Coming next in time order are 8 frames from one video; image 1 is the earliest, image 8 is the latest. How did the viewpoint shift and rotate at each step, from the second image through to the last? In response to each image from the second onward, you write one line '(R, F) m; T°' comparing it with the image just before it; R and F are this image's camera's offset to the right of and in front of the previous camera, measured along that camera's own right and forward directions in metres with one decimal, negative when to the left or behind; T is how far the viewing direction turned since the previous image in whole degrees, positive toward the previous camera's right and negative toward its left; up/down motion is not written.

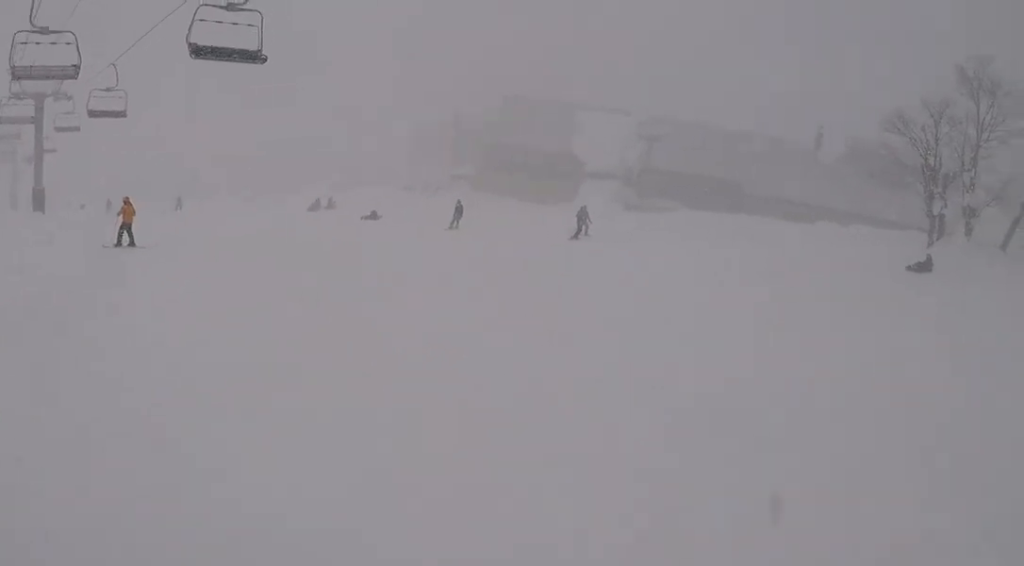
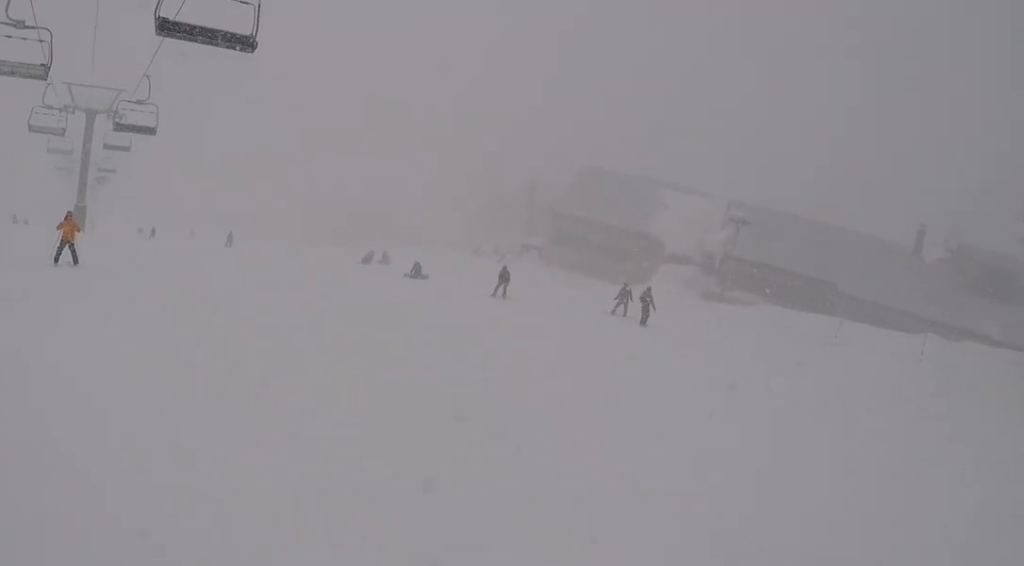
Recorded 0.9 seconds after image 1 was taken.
(+0.5, +5.3) m; +3°
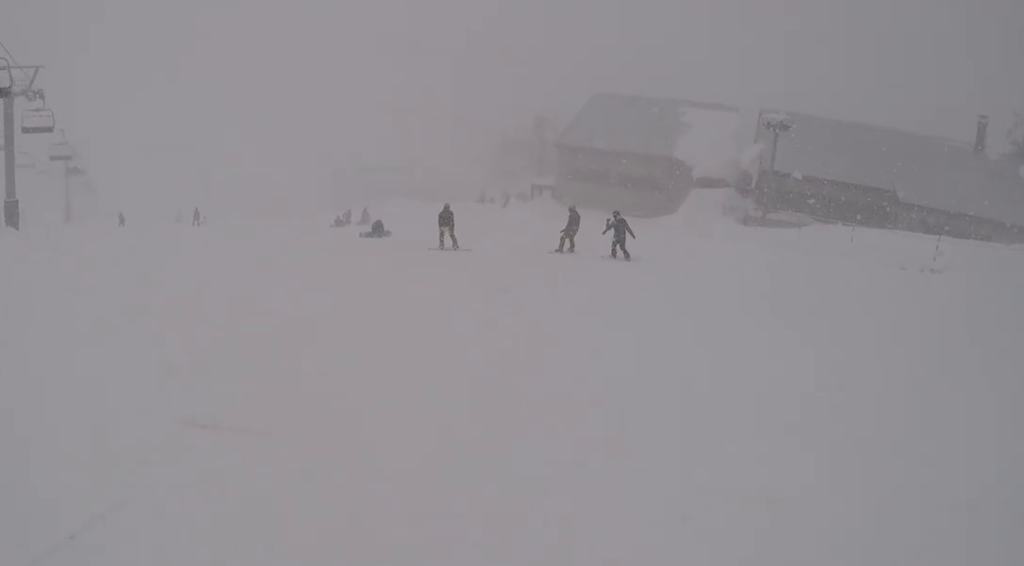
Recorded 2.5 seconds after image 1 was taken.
(-1.0, +8.5) m; -8°
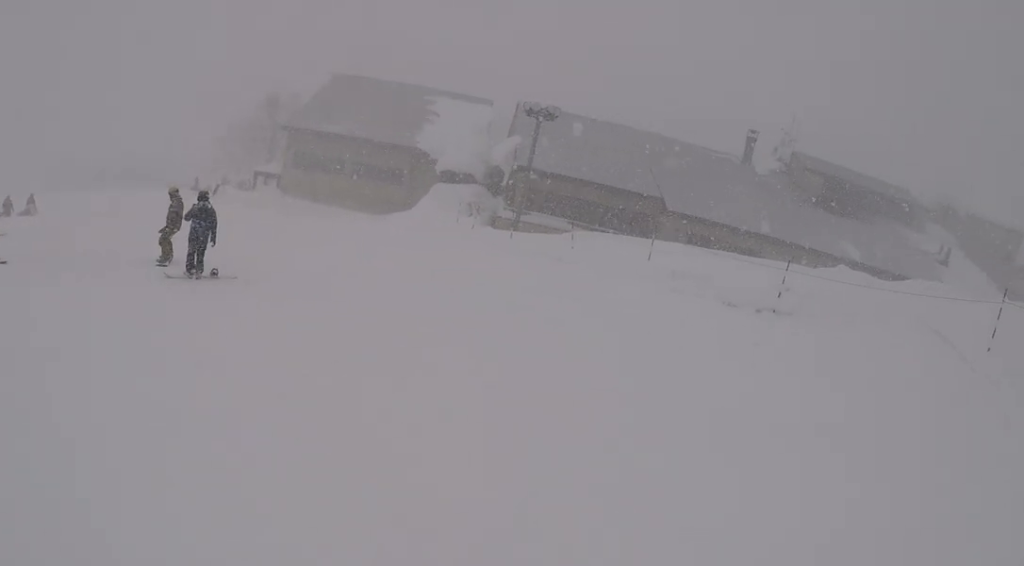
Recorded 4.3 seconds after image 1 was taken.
(+0.1, +8.9) m; -8°
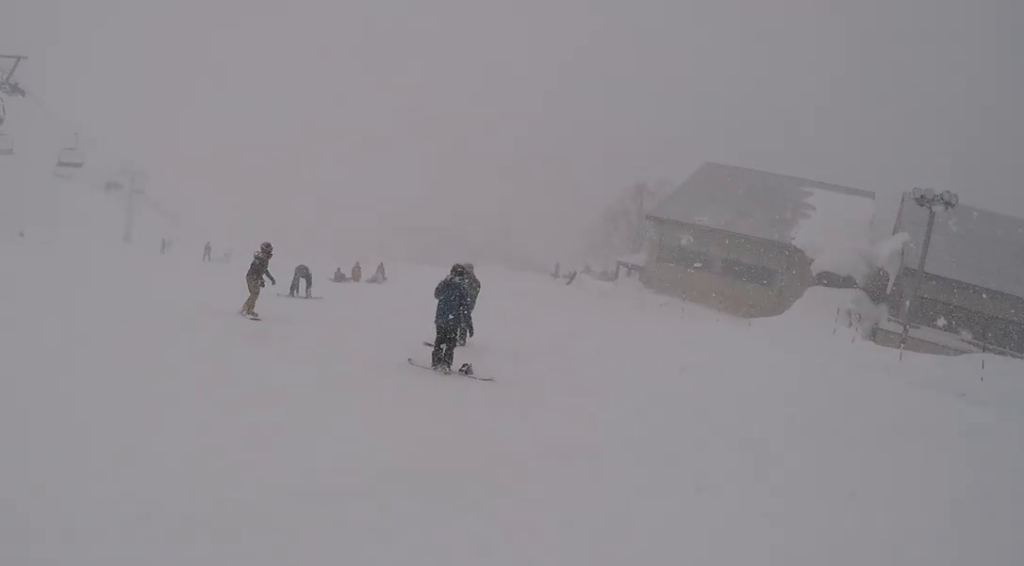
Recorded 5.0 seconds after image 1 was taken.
(-0.2, +3.5) m; -9°
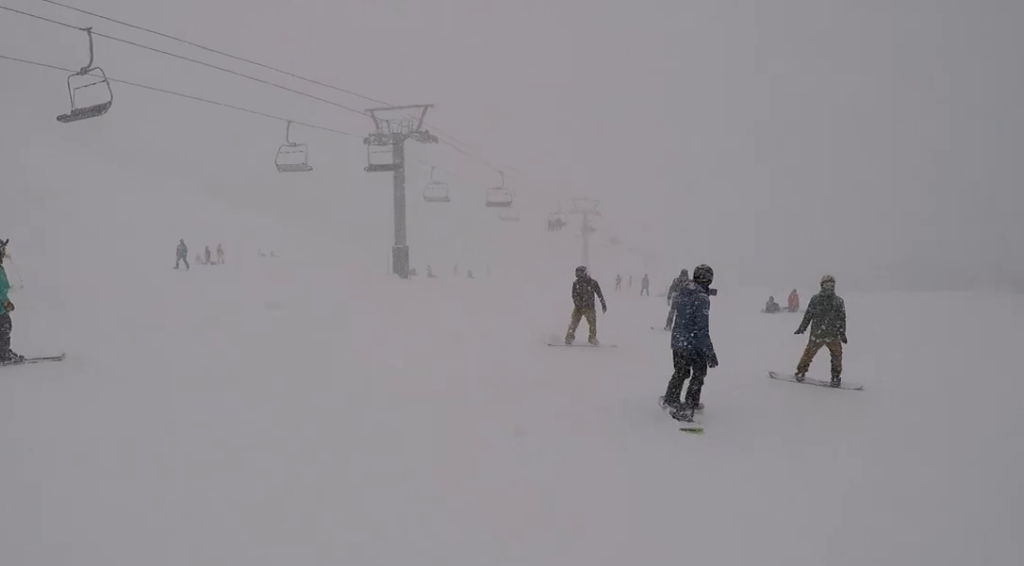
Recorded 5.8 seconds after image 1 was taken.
(-0.5, +4.1) m; -8°
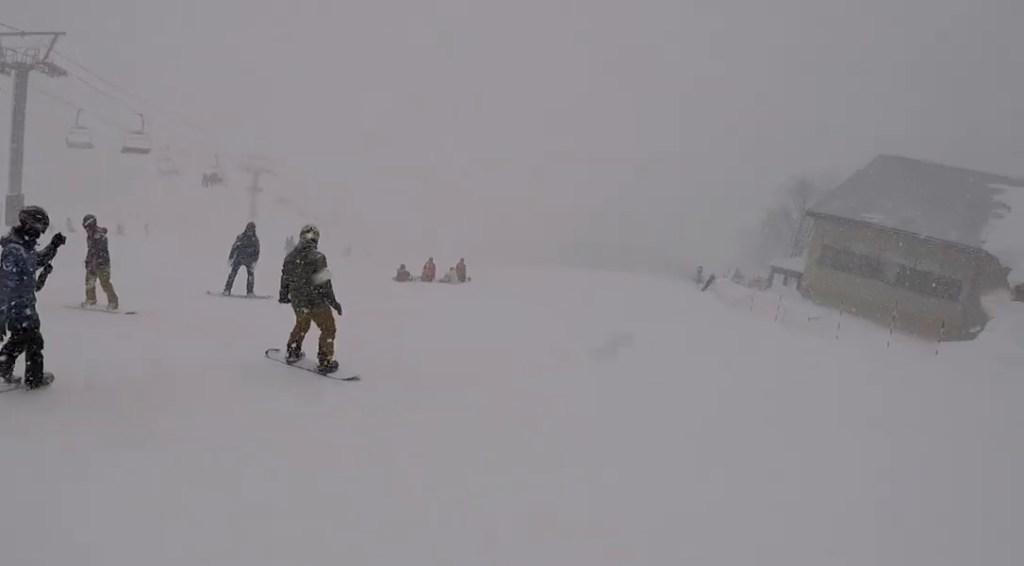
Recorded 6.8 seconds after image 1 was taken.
(-0.1, +4.7) m; -2°
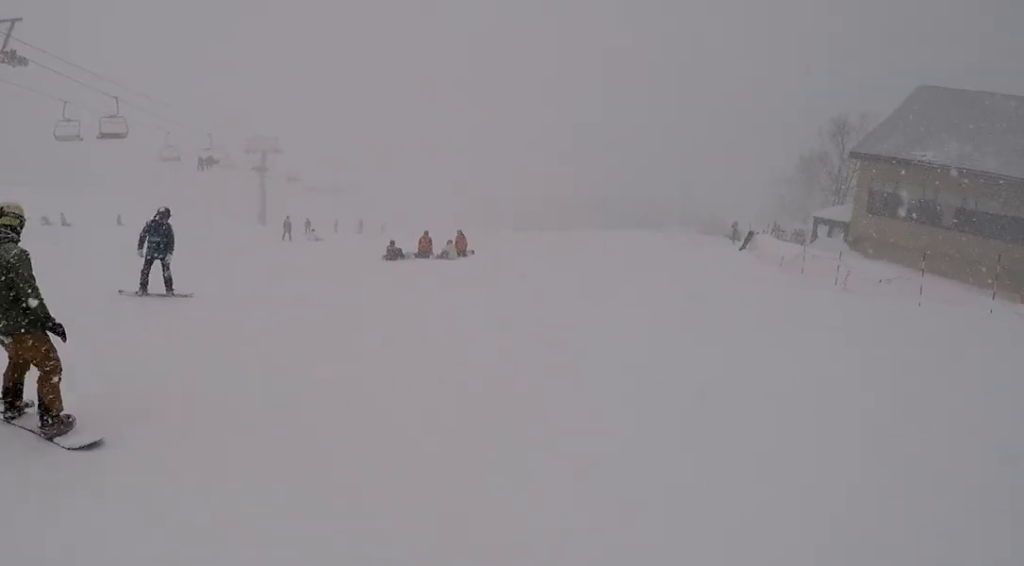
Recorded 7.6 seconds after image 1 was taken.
(0.0, +4.2) m; -1°
